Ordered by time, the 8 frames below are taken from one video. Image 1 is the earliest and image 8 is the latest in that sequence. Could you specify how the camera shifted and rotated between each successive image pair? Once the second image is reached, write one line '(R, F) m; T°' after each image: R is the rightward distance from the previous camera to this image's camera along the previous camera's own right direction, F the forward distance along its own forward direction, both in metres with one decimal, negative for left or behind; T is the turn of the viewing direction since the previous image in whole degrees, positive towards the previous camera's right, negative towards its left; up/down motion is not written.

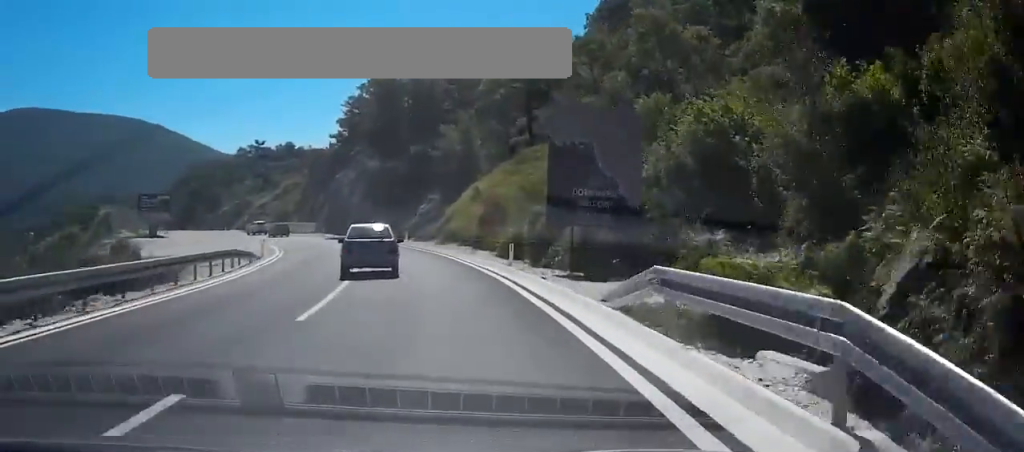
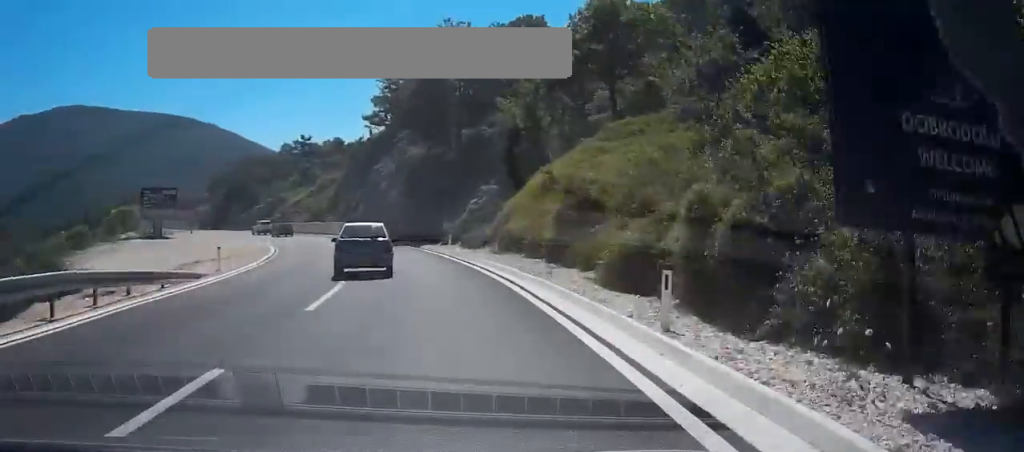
(-1.4, +13.2) m; -11°
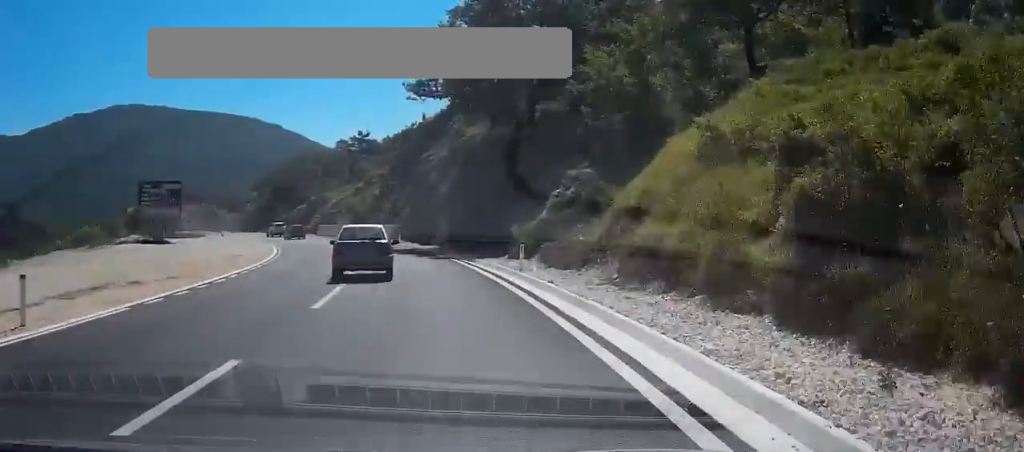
(-2.5, +14.3) m; -10°
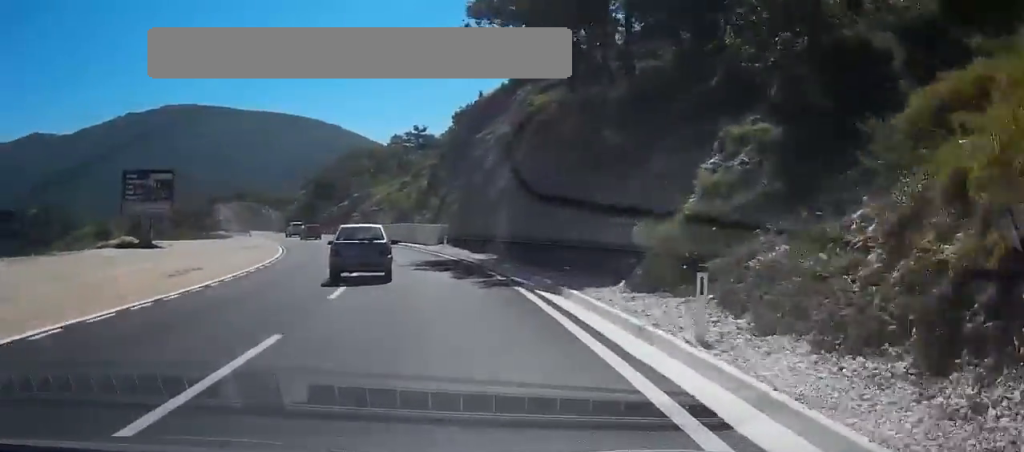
(0.0, +13.0) m; 0°
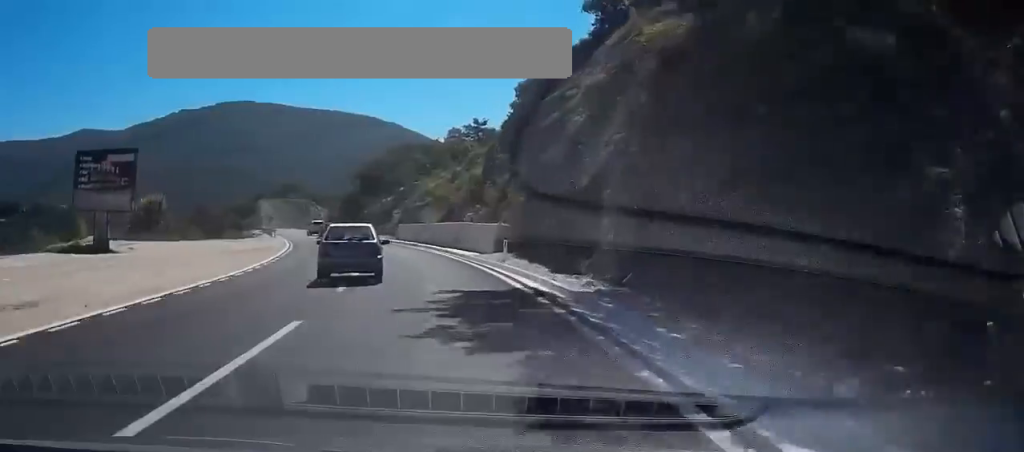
(0.0, +13.6) m; 0°
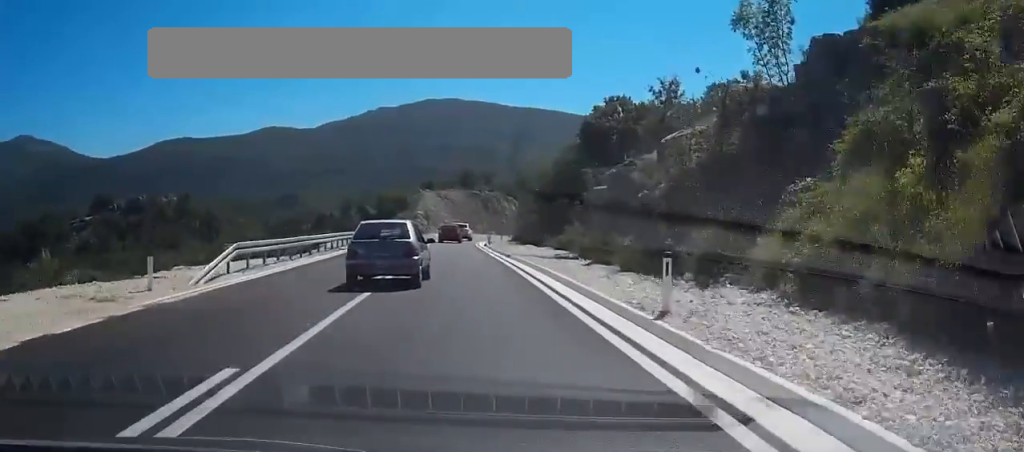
(0.0, +61.0) m; 0°
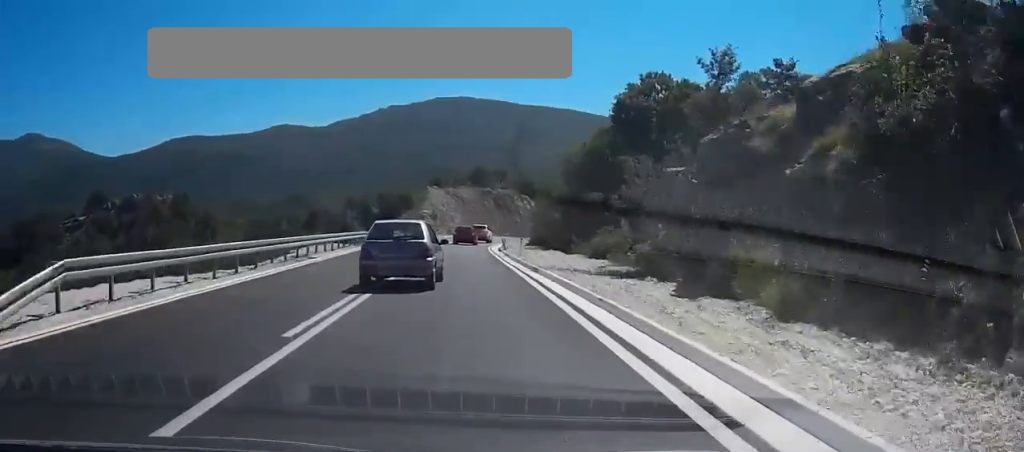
(0.0, +9.8) m; 0°
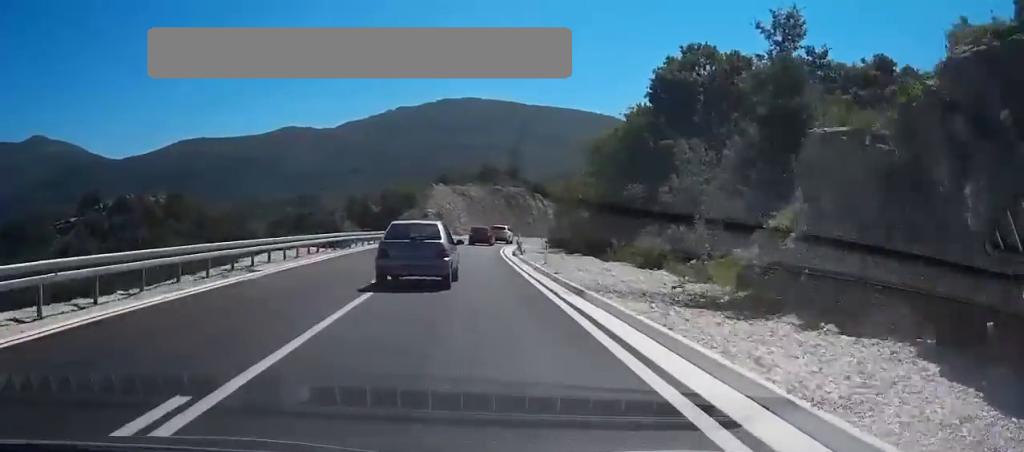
(0.0, +8.9) m; 0°
